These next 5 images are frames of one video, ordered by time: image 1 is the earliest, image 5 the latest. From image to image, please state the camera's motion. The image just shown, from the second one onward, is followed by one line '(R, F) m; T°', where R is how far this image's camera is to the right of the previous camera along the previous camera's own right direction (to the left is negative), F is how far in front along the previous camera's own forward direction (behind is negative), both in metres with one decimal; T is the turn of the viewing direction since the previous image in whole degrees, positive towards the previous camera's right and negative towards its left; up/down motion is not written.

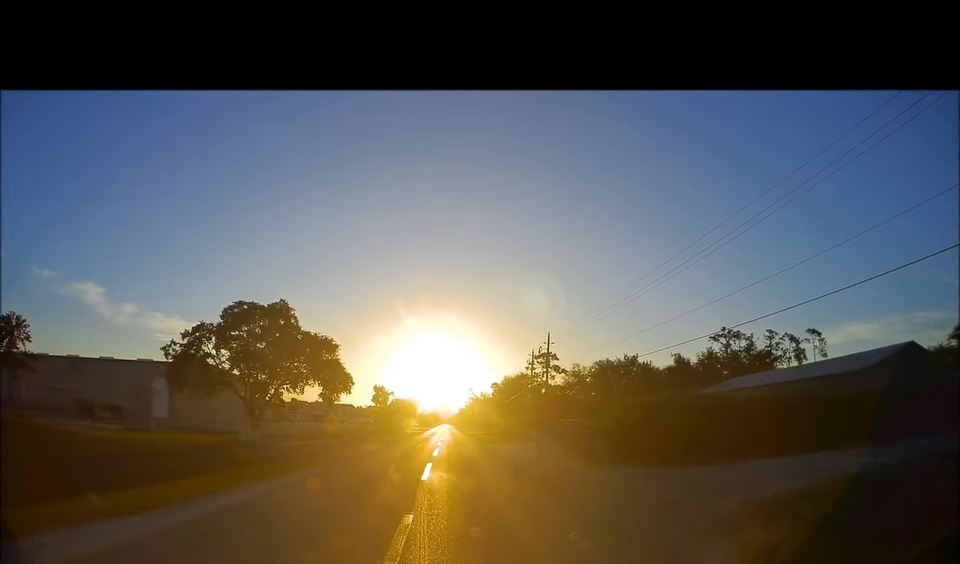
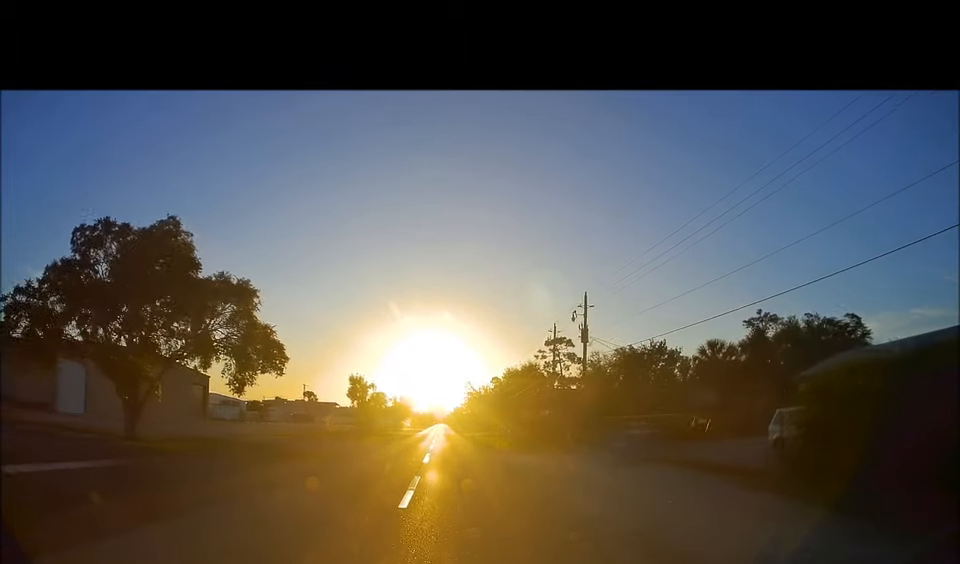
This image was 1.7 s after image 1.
(-0.3, +17.5) m; -1°
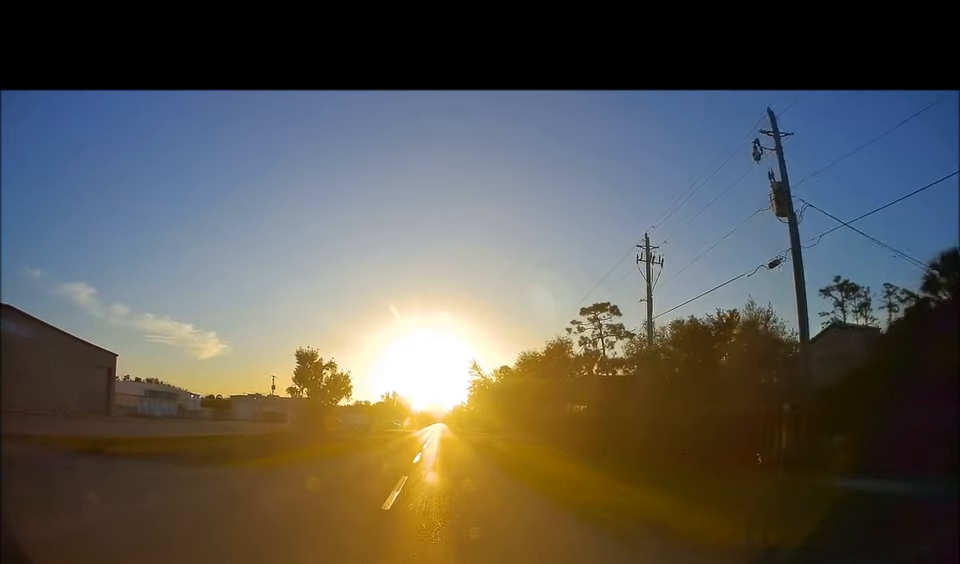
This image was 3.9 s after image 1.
(0.0, +25.5) m; 0°
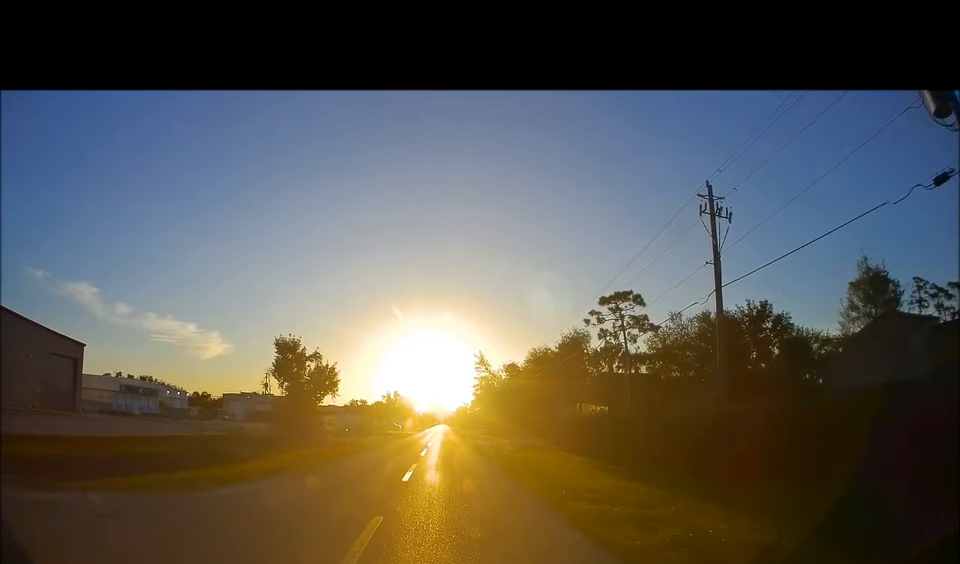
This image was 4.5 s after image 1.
(0.0, +7.0) m; -1°
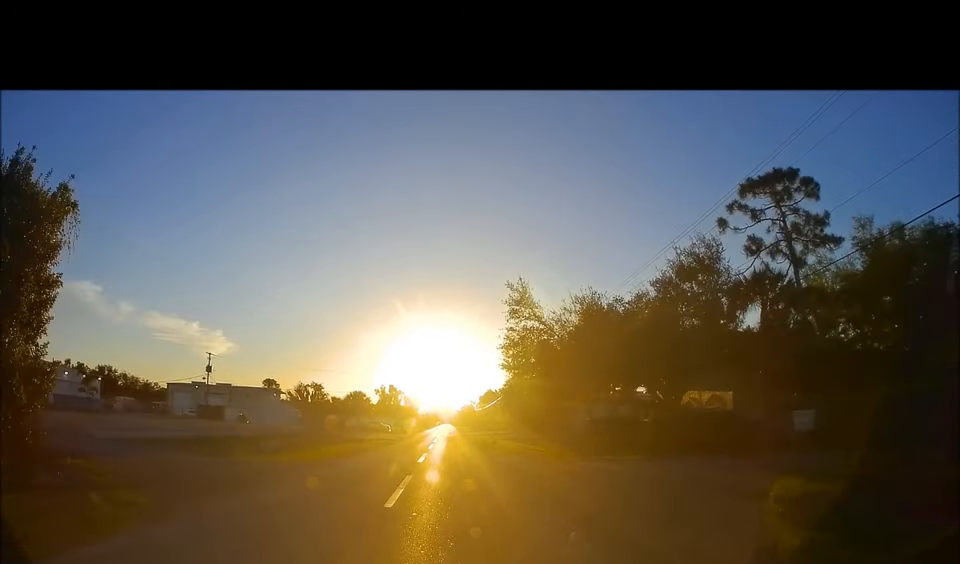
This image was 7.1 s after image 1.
(-0.7, +29.6) m; -2°
